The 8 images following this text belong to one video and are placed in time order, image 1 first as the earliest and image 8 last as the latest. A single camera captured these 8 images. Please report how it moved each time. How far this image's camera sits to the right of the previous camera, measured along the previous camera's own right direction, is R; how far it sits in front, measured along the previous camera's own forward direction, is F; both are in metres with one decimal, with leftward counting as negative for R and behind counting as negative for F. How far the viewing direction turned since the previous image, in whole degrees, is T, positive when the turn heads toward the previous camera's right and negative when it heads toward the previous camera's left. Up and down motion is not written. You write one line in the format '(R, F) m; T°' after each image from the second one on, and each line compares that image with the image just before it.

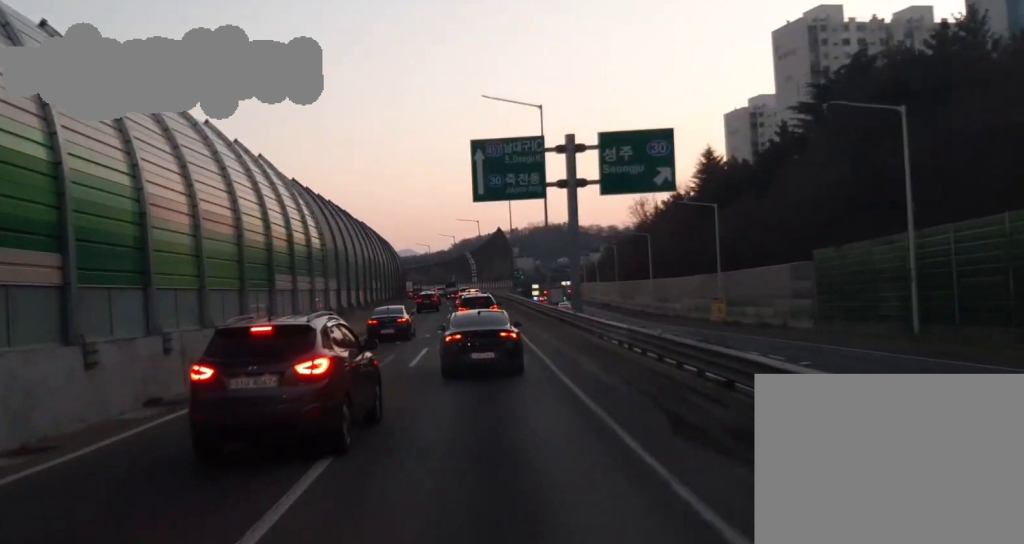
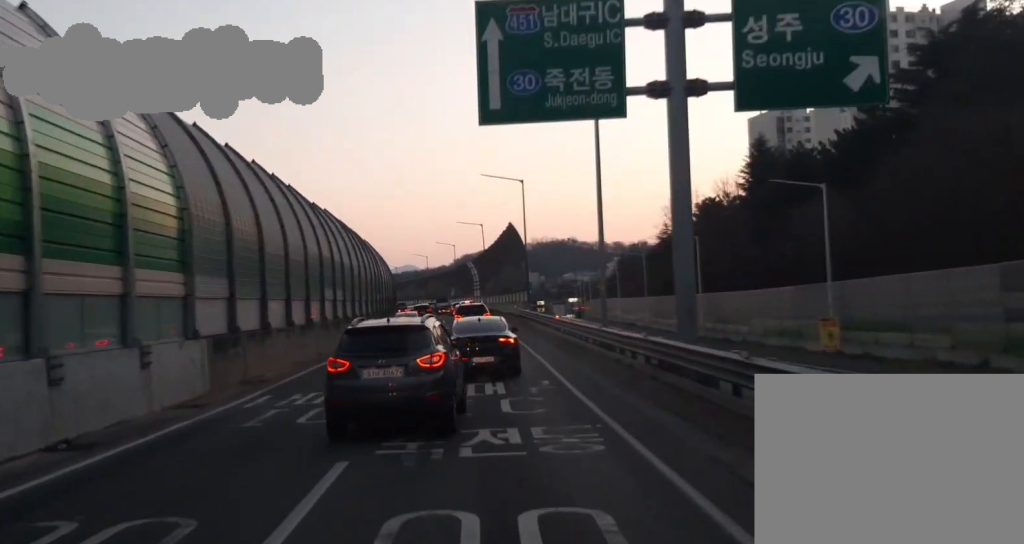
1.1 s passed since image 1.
(-0.2, +23.0) m; 0°
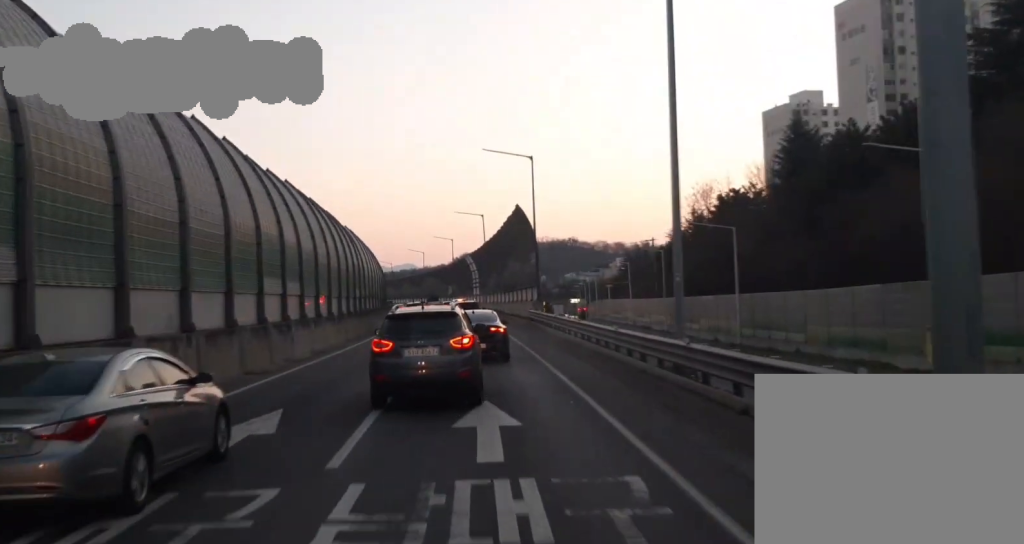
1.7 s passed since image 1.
(+0.1, +13.3) m; 0°
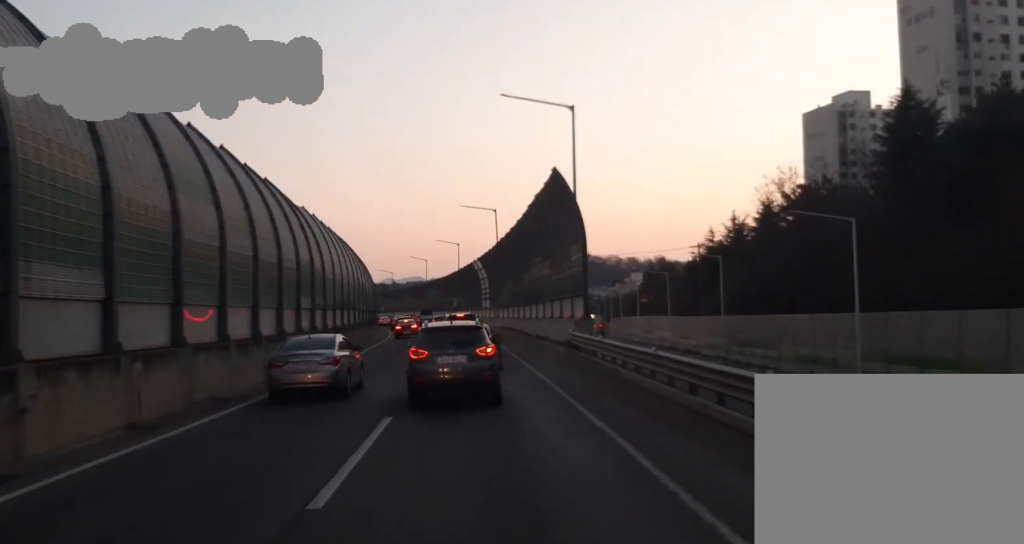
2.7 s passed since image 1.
(+0.2, +21.1) m; 0°
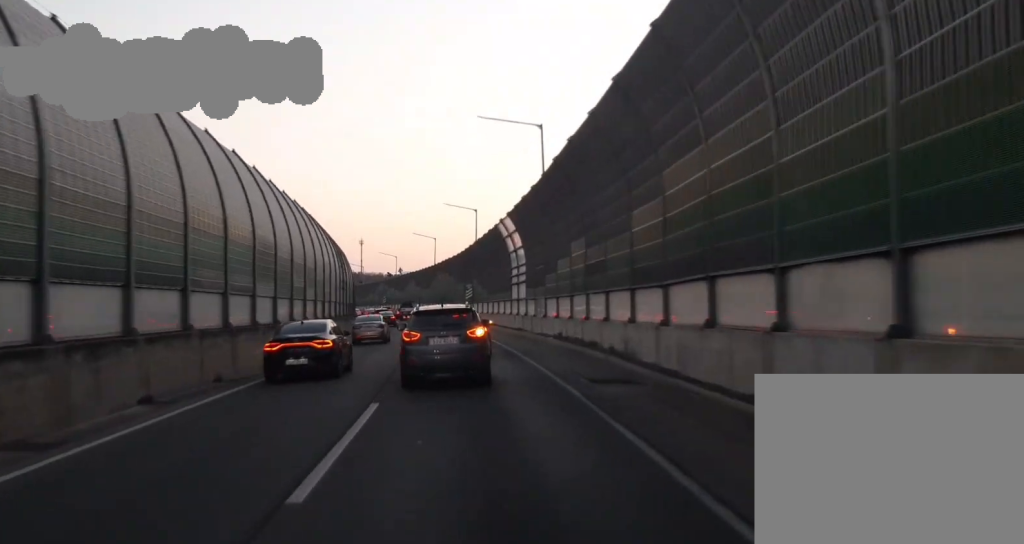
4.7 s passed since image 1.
(-0.7, +38.0) m; -2°
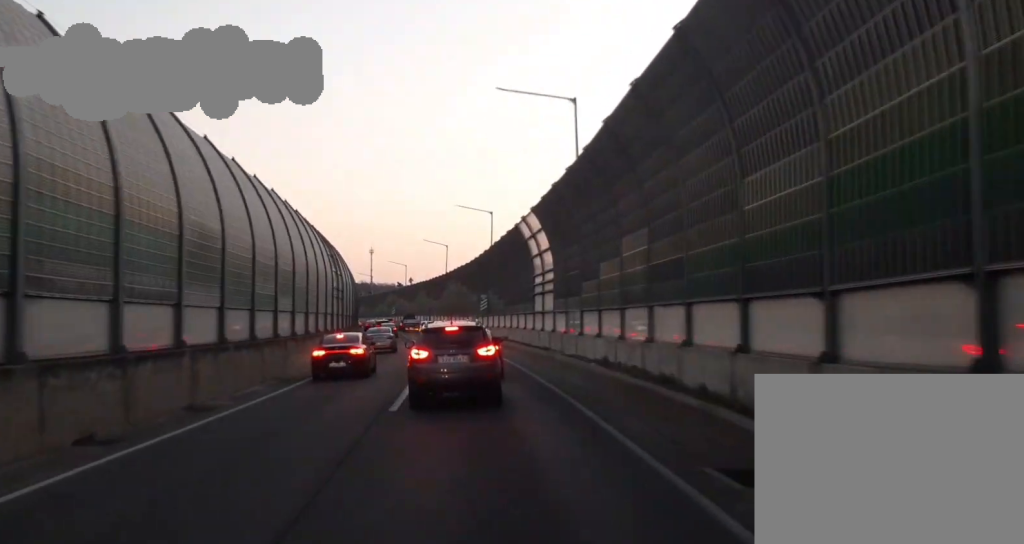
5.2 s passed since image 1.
(-0.2, +9.3) m; 0°
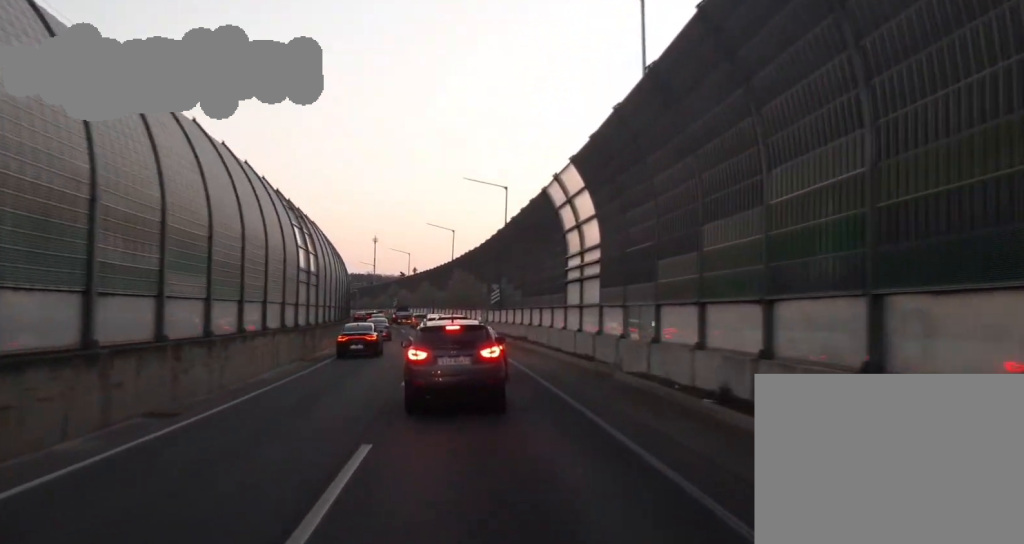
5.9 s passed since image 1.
(+0.1, +12.5) m; 0°
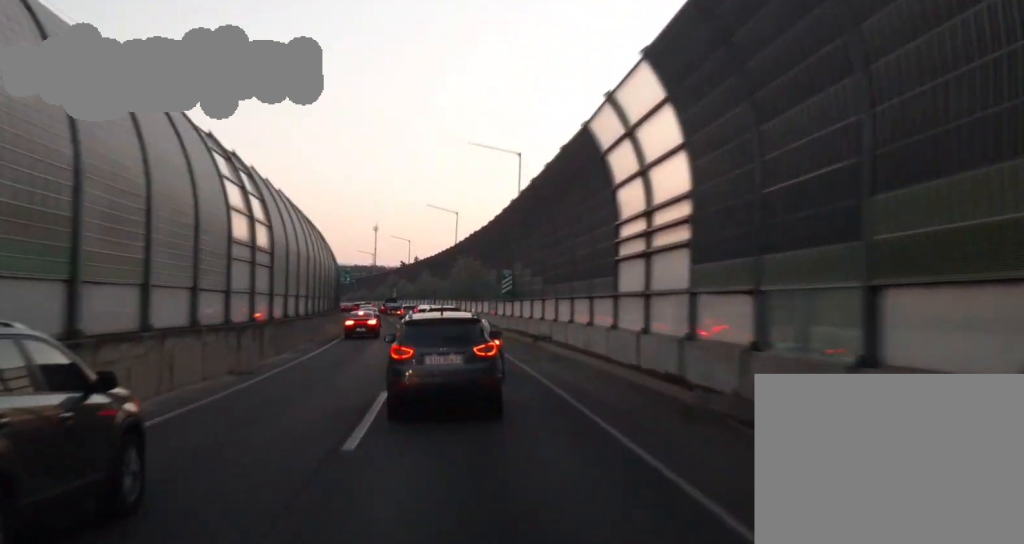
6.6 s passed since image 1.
(+0.1, +12.1) m; 0°
